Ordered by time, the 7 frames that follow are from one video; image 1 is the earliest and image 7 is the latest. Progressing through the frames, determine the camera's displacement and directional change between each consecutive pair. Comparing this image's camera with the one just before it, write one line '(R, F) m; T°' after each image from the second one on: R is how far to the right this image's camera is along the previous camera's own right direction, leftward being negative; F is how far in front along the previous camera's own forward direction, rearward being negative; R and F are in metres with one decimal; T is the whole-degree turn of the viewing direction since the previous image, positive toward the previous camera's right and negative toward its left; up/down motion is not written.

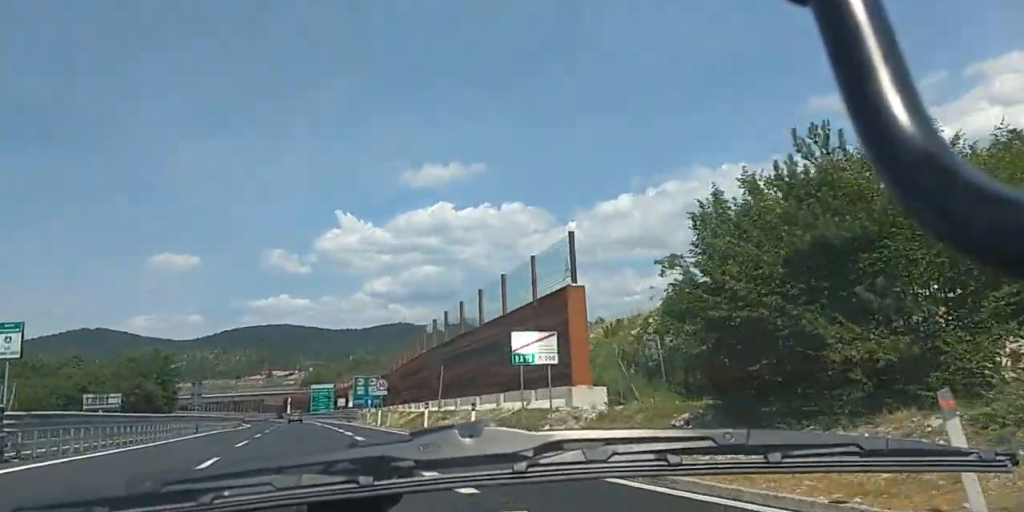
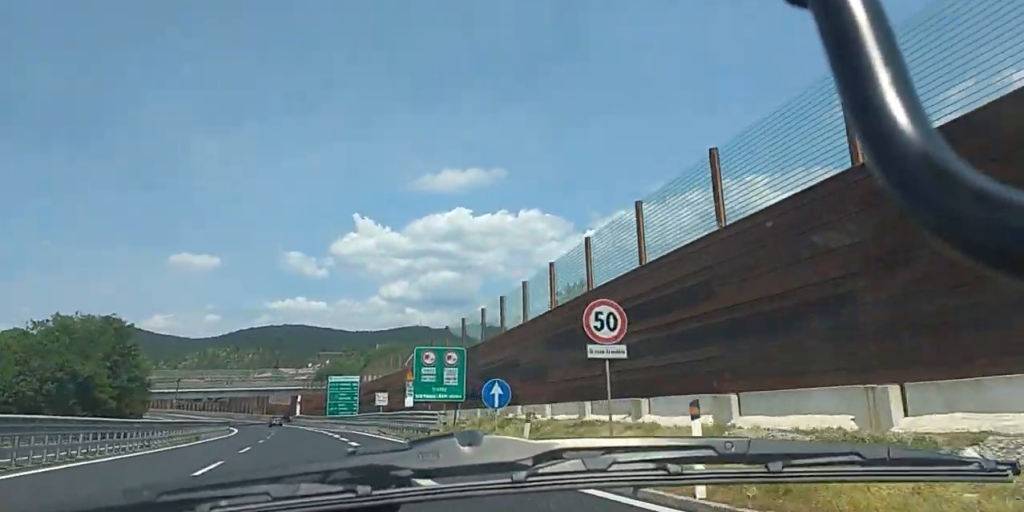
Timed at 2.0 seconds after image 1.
(-0.4, +46.3) m; -2°
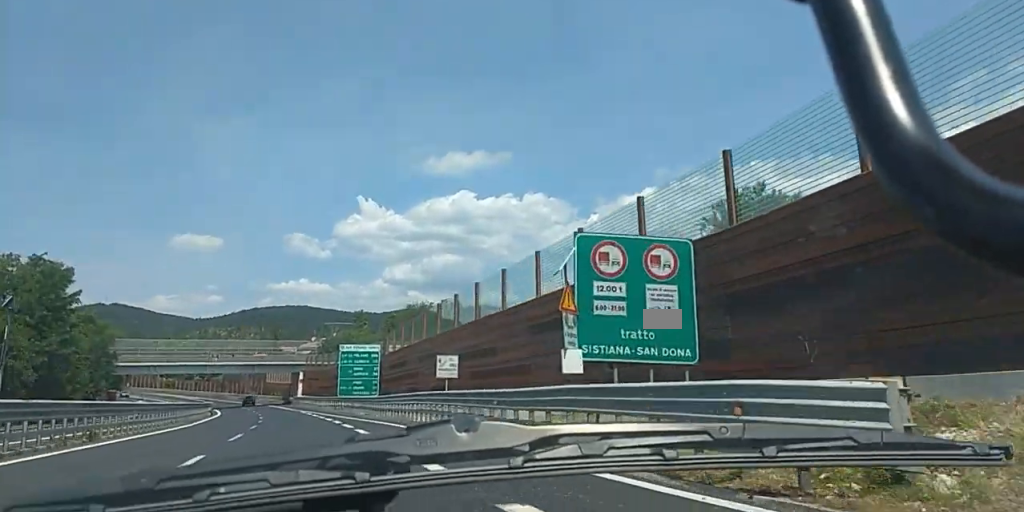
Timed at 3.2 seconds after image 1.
(-0.2, +29.5) m; -1°
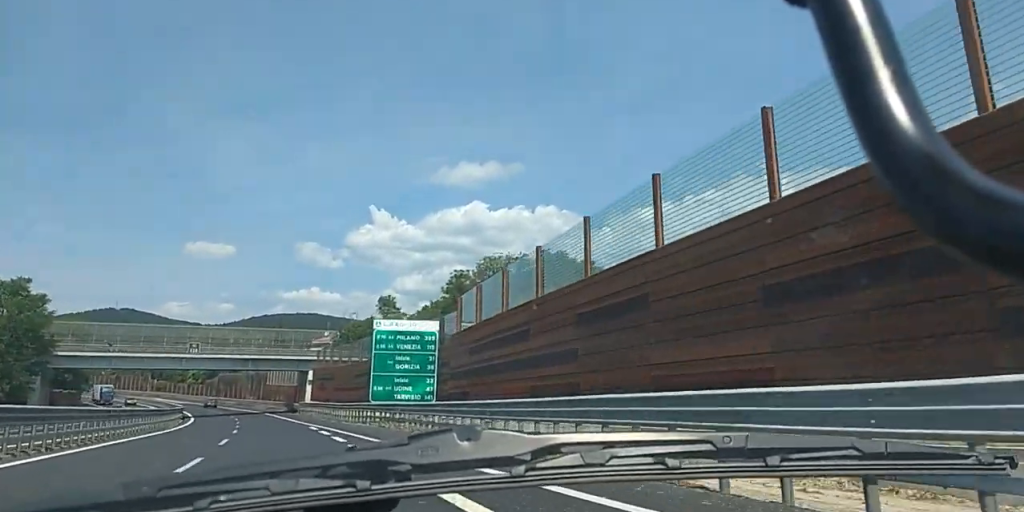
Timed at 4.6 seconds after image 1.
(-0.5, +33.7) m; -2°
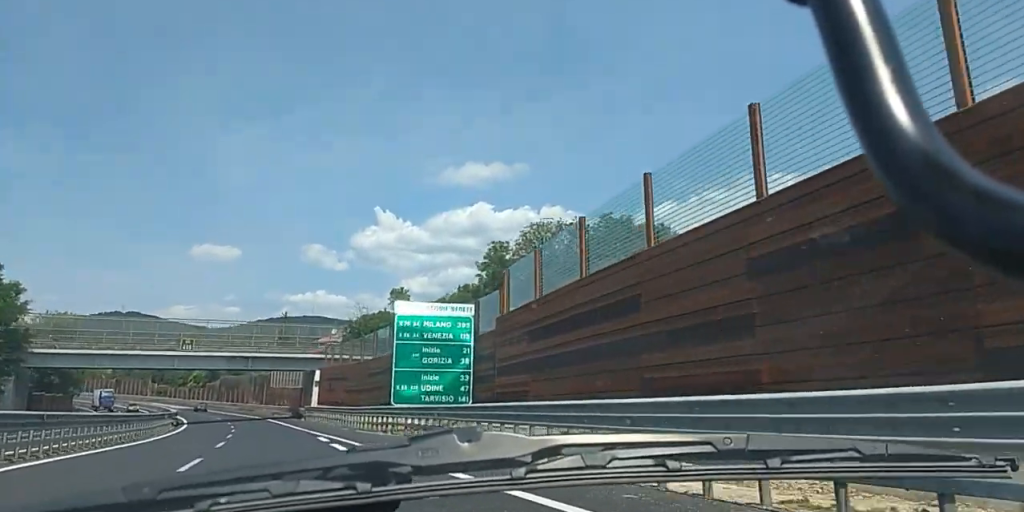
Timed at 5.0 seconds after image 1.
(-0.1, +10.3) m; -1°
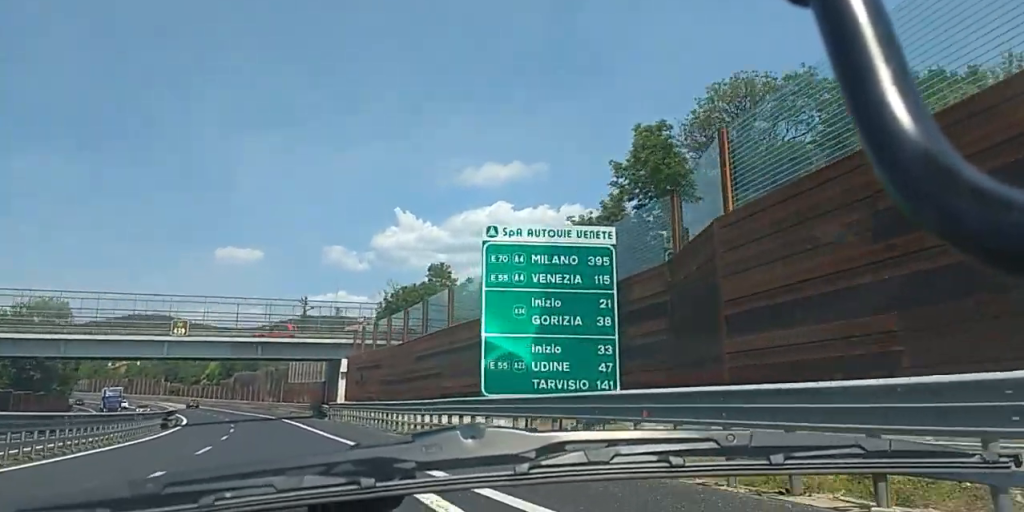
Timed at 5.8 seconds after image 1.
(-0.2, +18.8) m; -1°
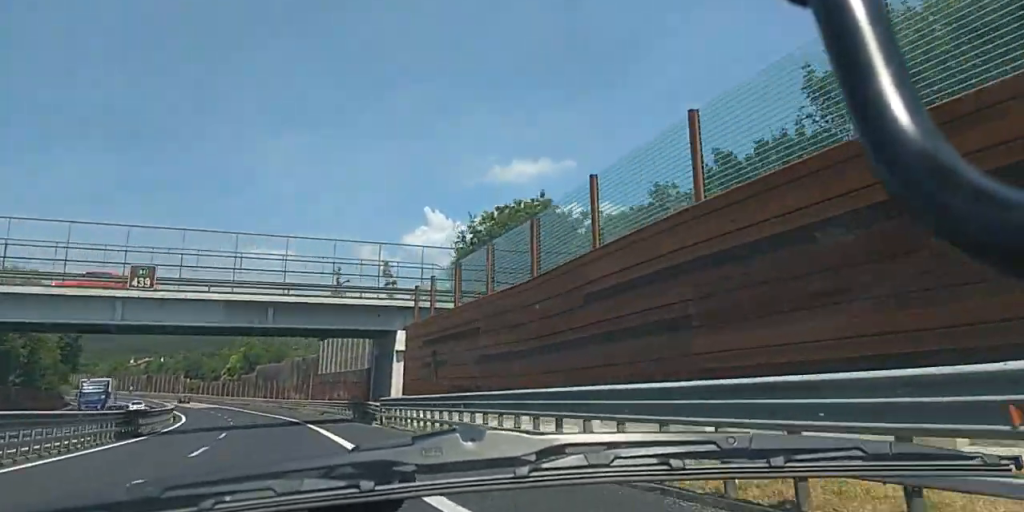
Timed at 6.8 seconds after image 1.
(-0.3, +24.7) m; -1°
